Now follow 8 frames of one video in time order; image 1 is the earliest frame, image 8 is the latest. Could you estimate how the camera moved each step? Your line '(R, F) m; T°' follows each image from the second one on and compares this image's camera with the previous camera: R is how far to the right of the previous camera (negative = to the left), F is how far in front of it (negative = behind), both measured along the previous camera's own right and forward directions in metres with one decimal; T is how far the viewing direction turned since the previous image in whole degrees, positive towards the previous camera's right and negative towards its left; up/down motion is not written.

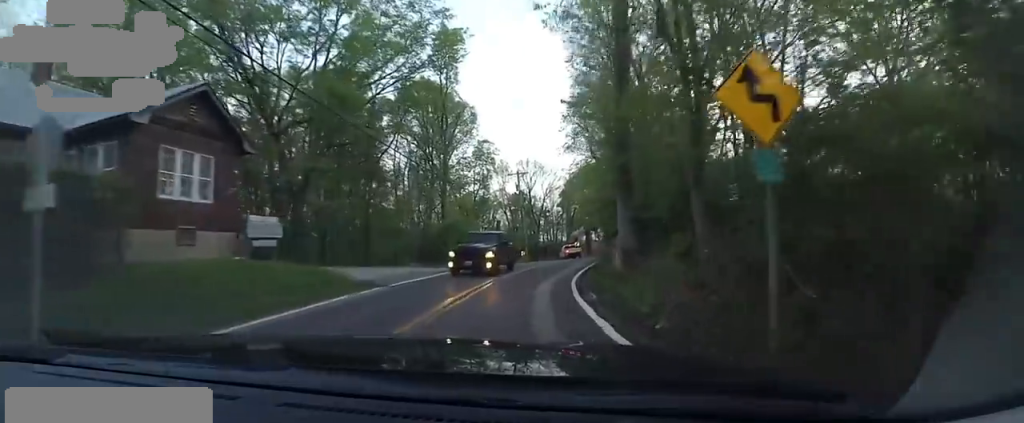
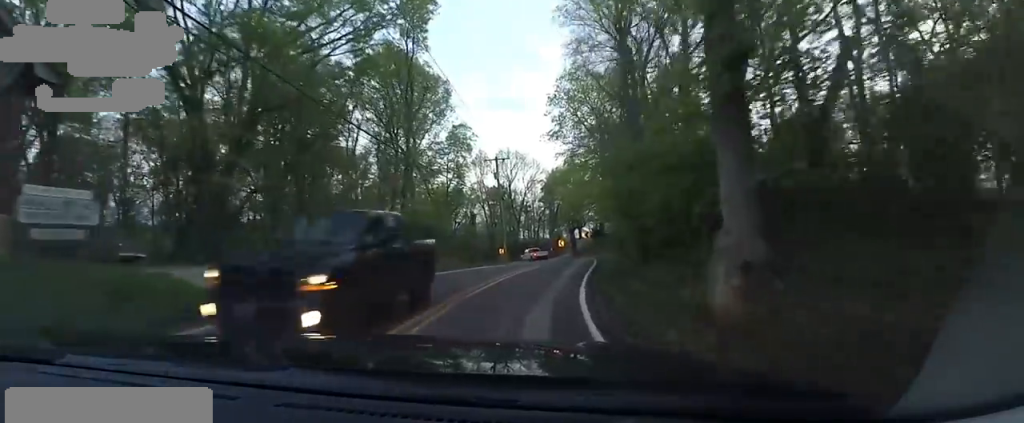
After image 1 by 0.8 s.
(+1.1, +6.3) m; +5°
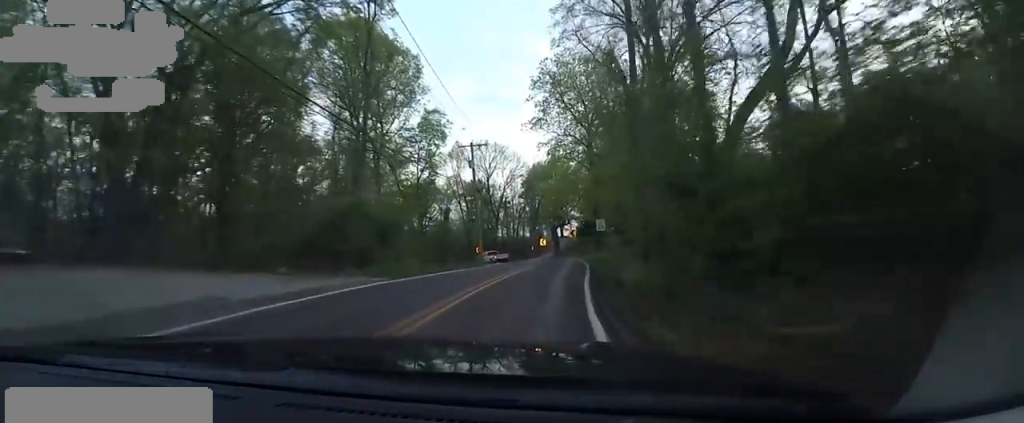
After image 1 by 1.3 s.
(+0.1, +5.0) m; 0°
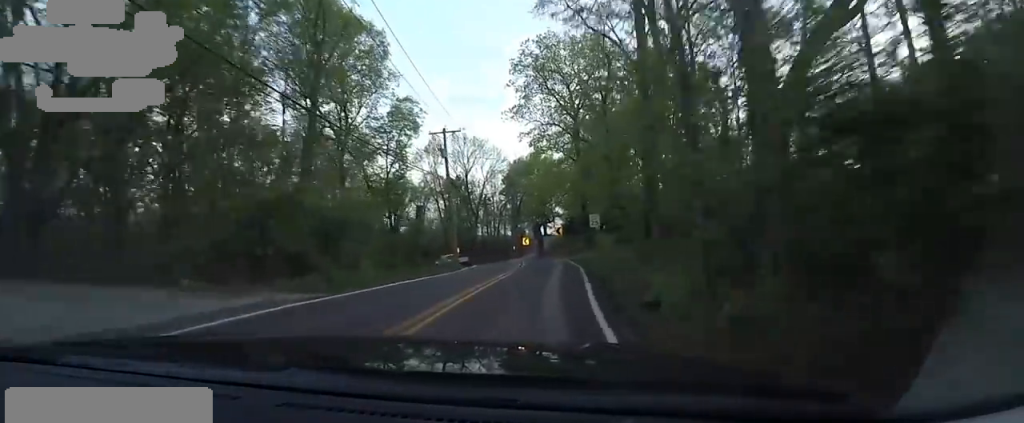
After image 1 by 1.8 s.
(-0.2, +4.3) m; -1°
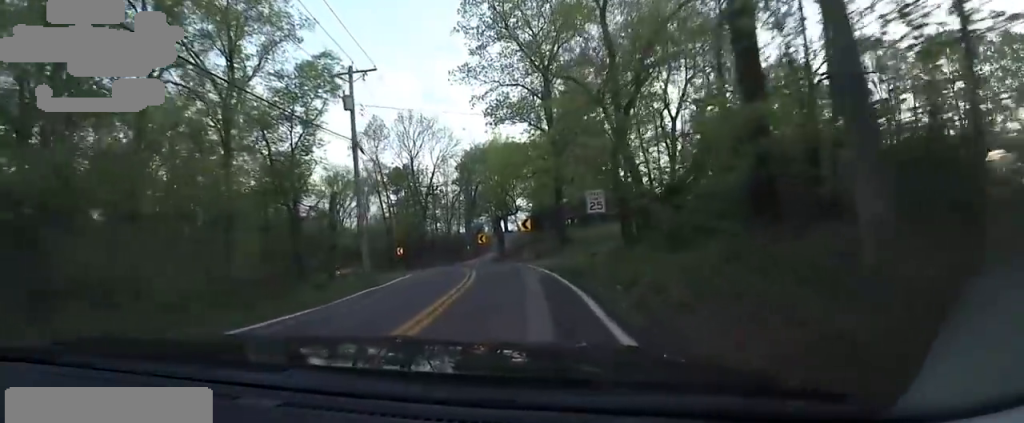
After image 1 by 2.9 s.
(-0.1, +11.1) m; +6°
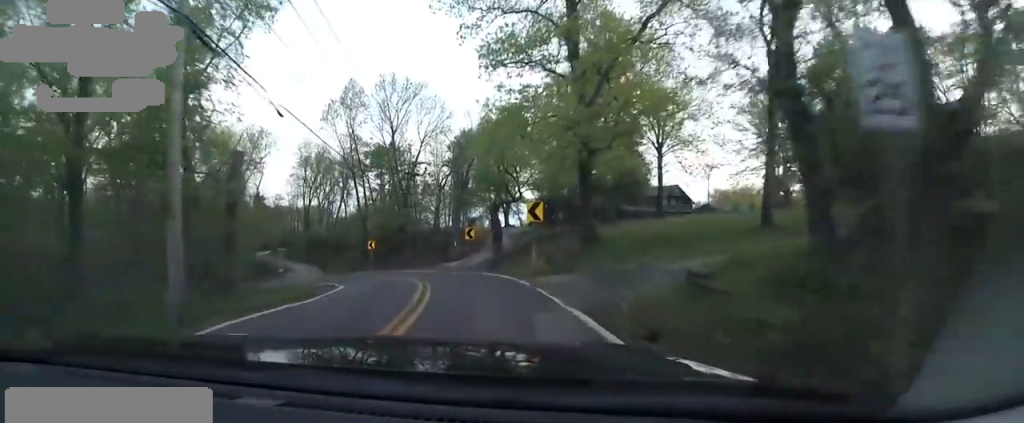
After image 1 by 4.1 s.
(+1.2, +11.8) m; +1°
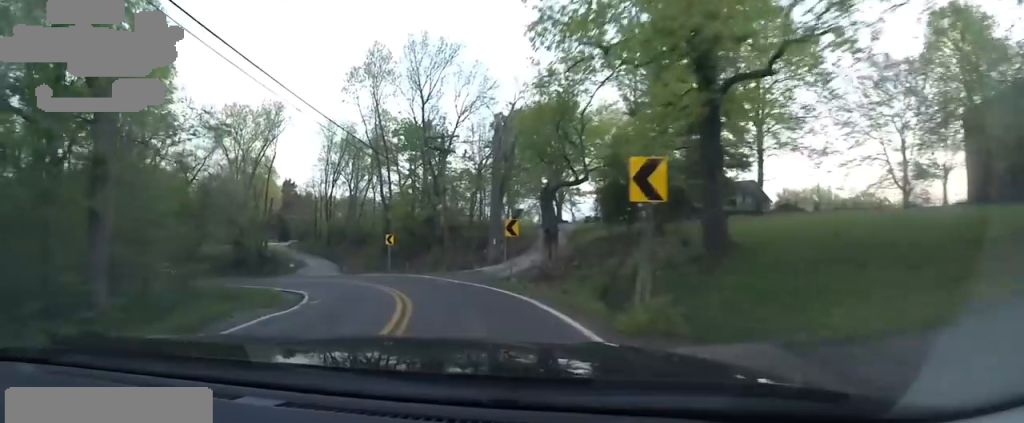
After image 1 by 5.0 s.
(-1.1, +9.8) m; -1°
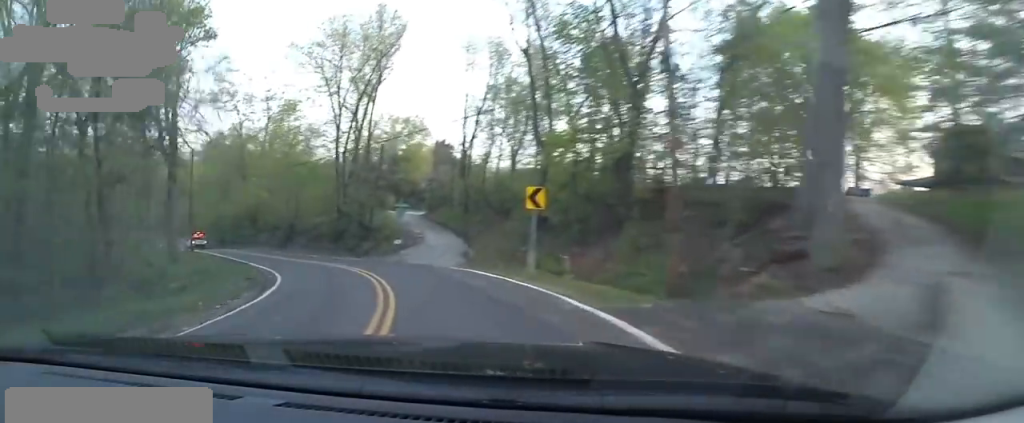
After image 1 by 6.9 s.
(-1.5, +20.6) m; -20°
